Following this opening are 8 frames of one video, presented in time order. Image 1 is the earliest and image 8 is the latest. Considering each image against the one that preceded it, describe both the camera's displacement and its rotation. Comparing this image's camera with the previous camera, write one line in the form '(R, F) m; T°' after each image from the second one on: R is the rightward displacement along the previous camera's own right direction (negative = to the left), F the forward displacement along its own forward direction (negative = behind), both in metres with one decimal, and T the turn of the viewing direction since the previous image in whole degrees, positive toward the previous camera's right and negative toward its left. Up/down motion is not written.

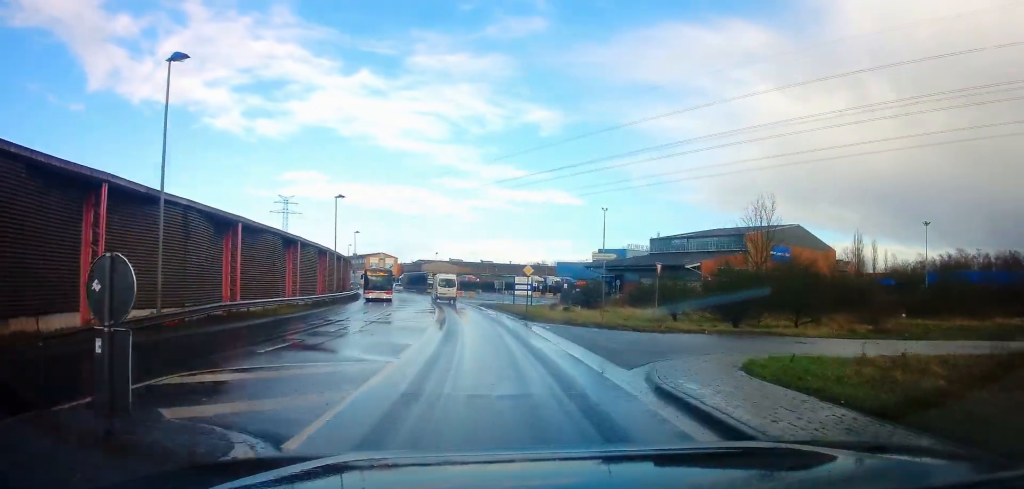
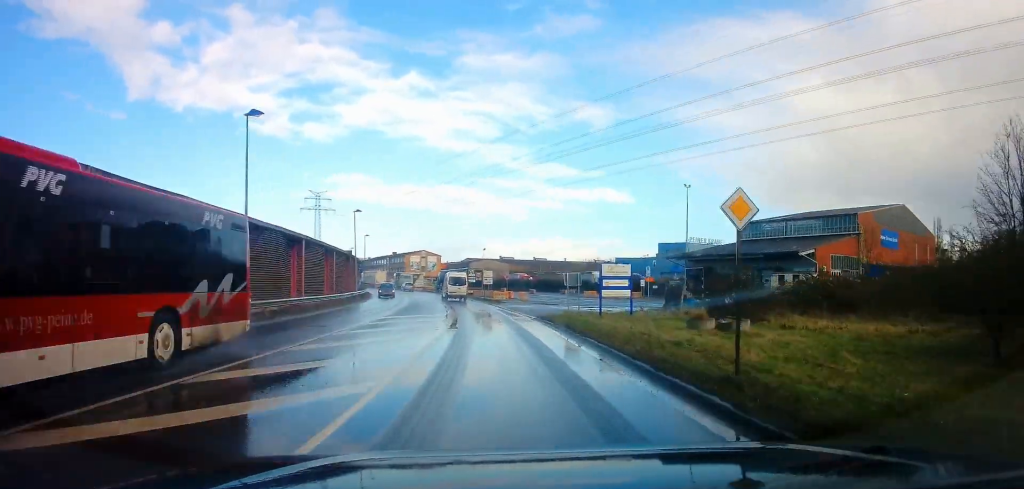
(-1.0, +22.4) m; -4°
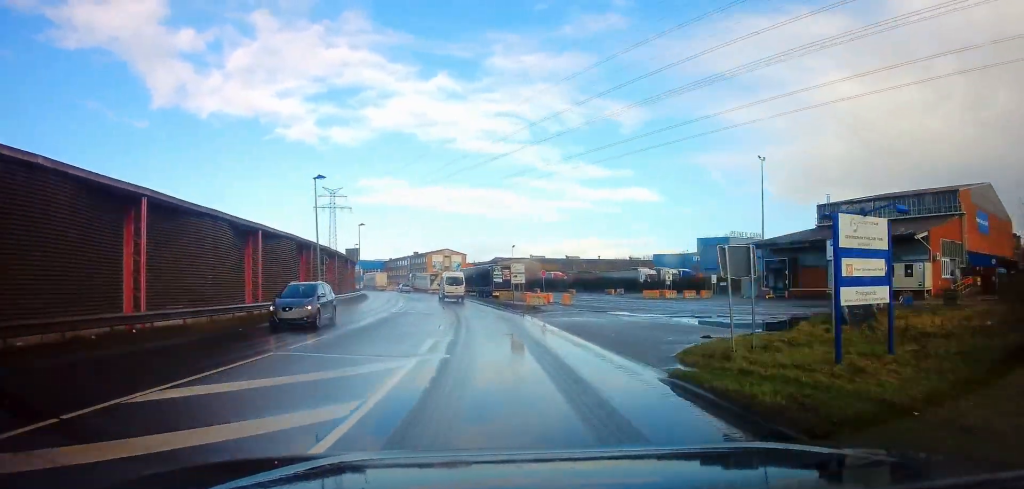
(-0.4, +17.8) m; -4°
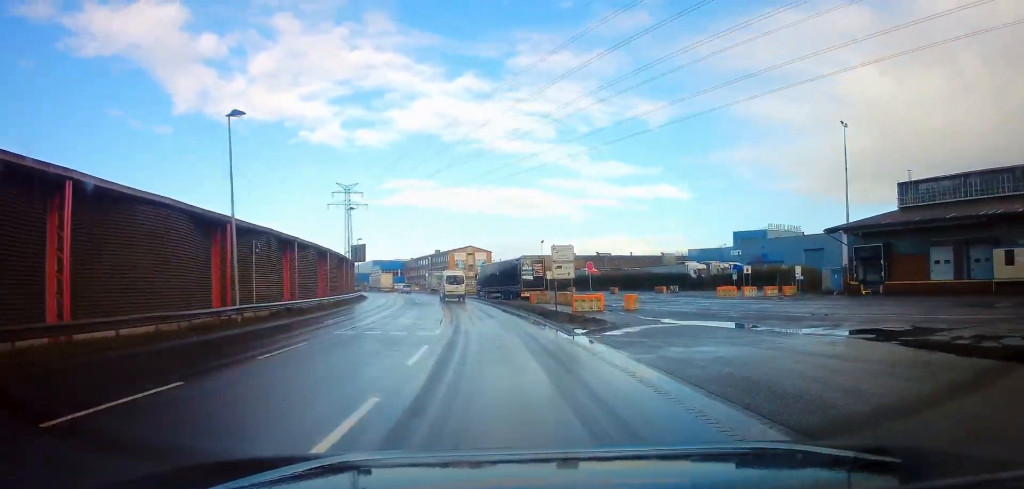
(-0.5, +14.1) m; -3°
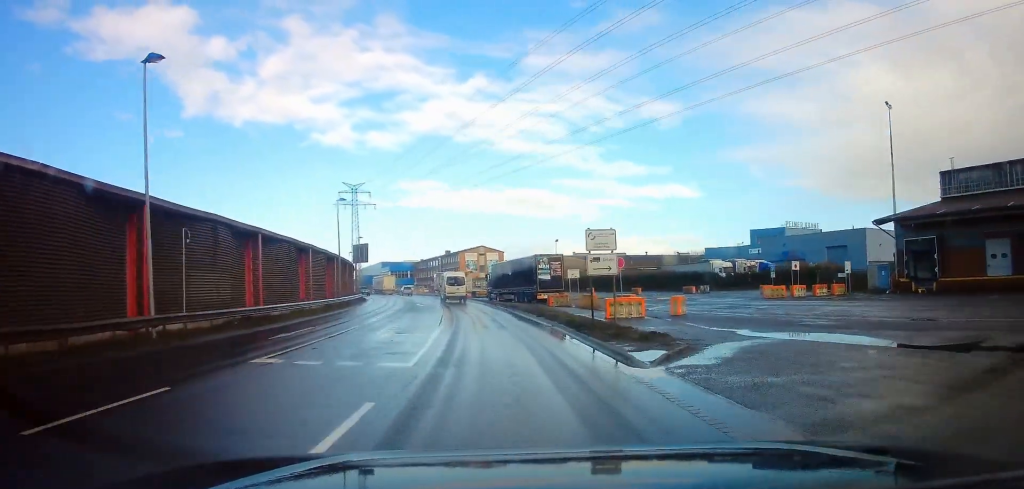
(-0.1, +6.4) m; -1°
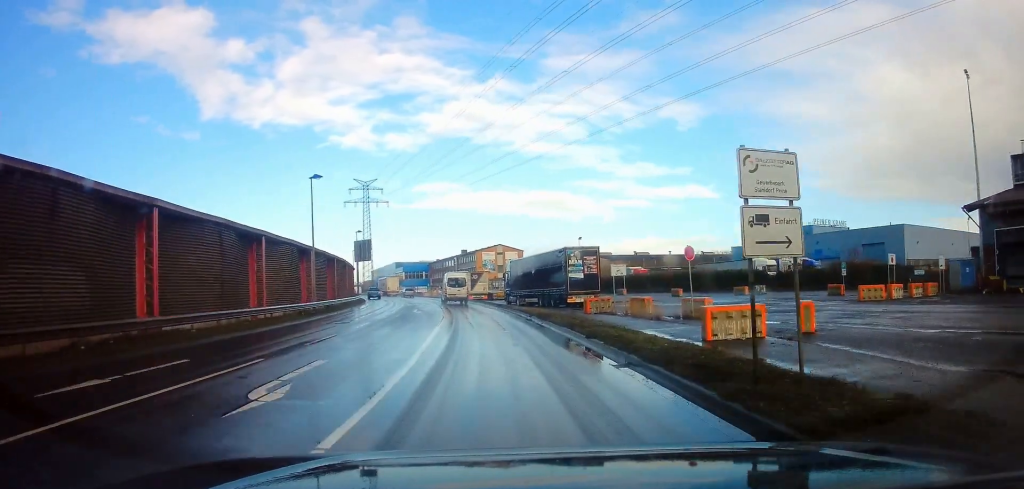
(-0.1, +9.7) m; -1°
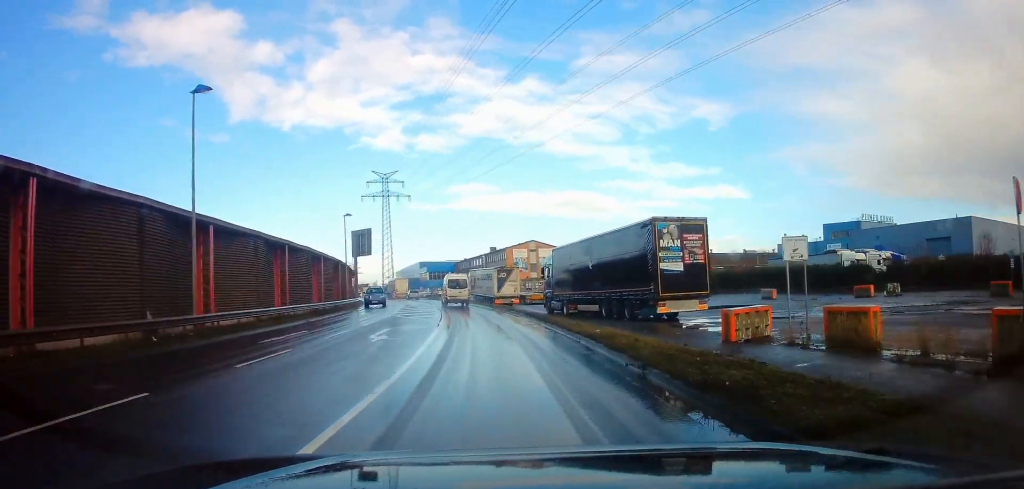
(-0.3, +16.3) m; -3°
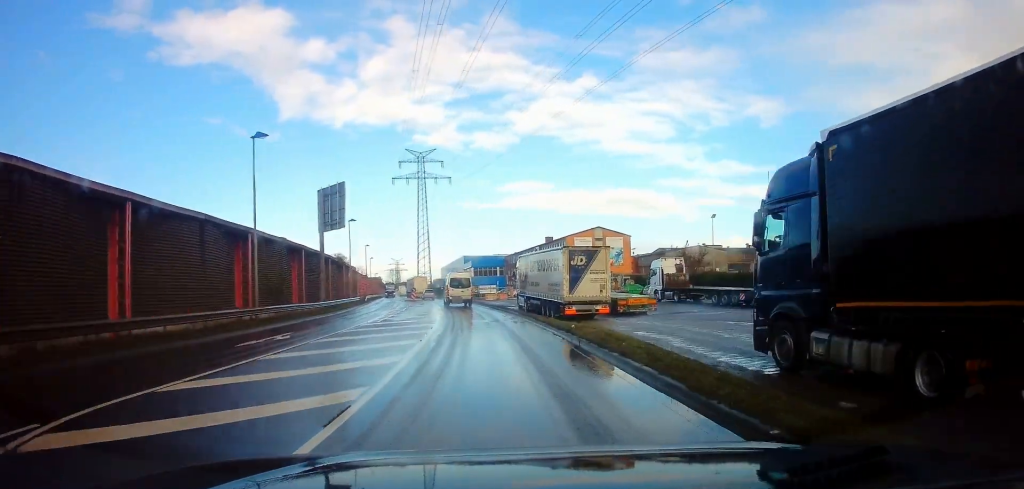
(-1.4, +26.1) m; -6°
